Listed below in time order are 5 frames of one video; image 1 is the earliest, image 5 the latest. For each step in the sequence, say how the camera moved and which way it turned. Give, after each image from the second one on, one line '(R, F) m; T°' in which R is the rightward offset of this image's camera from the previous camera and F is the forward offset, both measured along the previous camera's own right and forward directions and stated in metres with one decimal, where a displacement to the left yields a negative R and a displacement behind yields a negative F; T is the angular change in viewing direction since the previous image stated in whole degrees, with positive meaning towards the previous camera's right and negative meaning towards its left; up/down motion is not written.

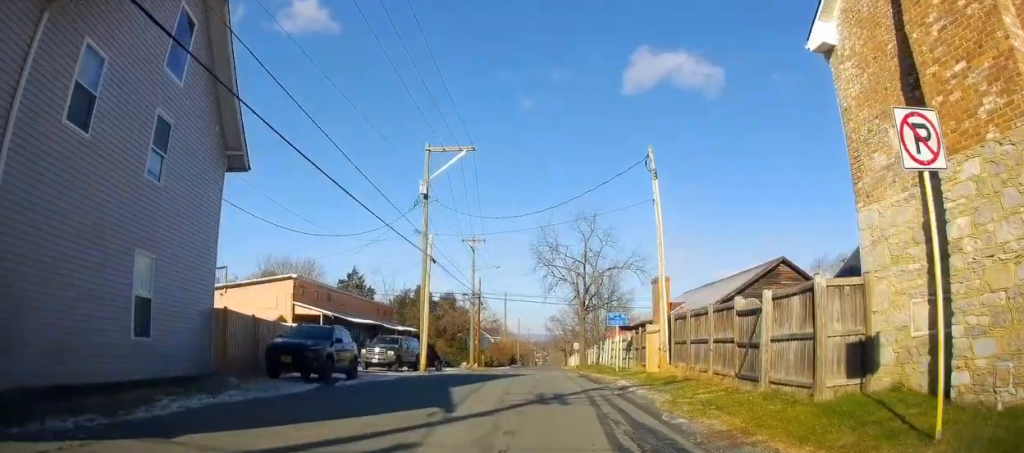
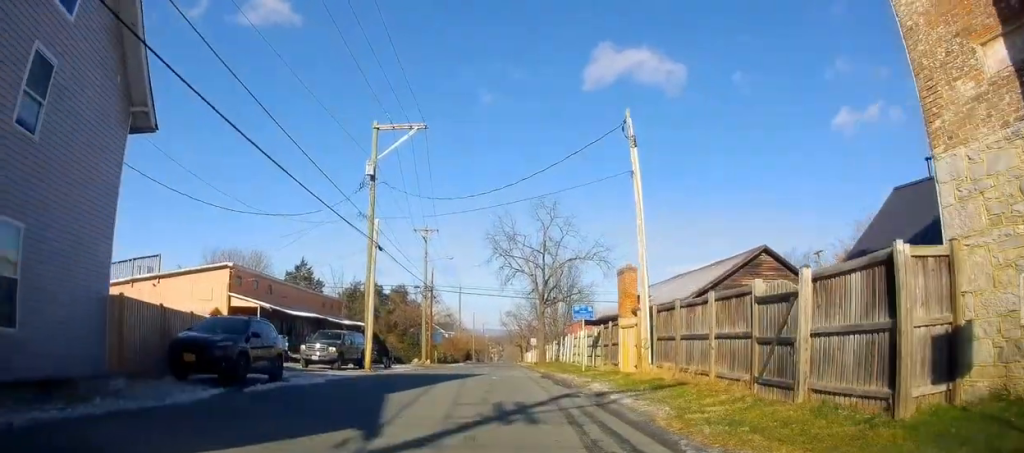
(-0.1, +2.9) m; +2°
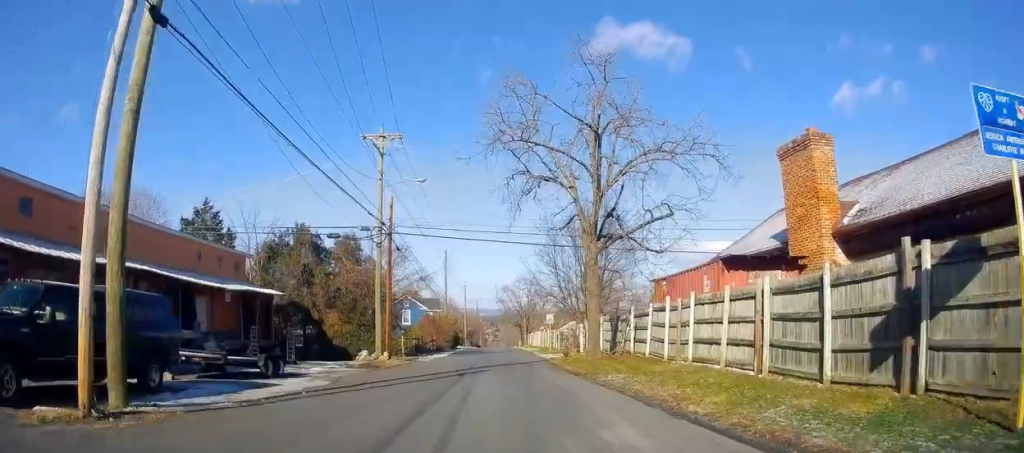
(+1.4, +21.1) m; +6°
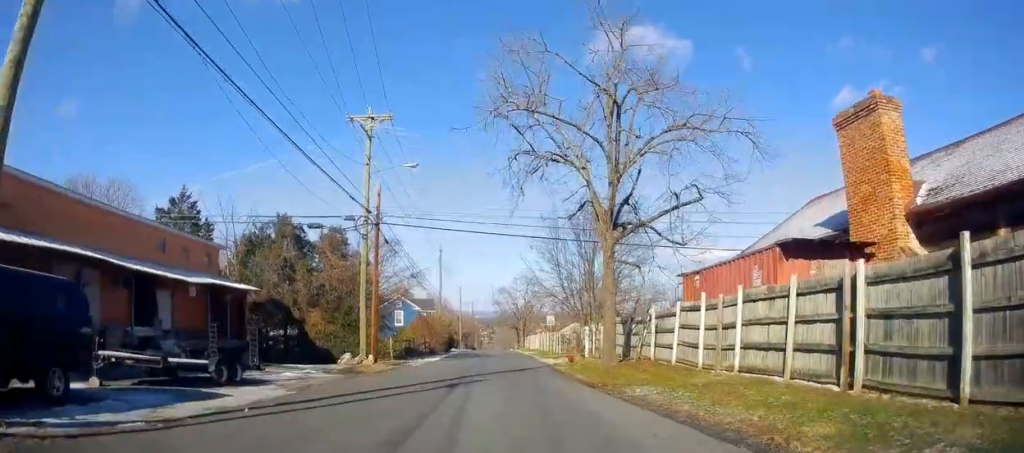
(-0.1, +3.3) m; -3°
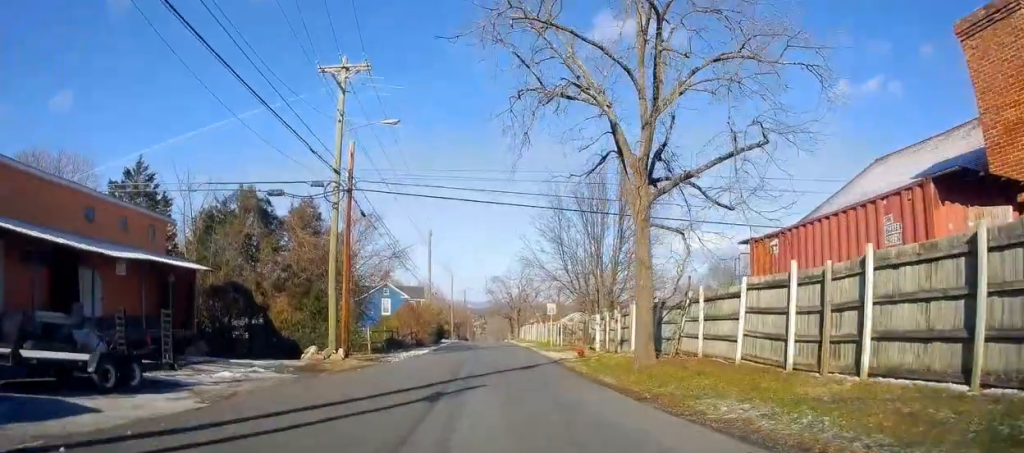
(-0.2, +5.1) m; 0°
